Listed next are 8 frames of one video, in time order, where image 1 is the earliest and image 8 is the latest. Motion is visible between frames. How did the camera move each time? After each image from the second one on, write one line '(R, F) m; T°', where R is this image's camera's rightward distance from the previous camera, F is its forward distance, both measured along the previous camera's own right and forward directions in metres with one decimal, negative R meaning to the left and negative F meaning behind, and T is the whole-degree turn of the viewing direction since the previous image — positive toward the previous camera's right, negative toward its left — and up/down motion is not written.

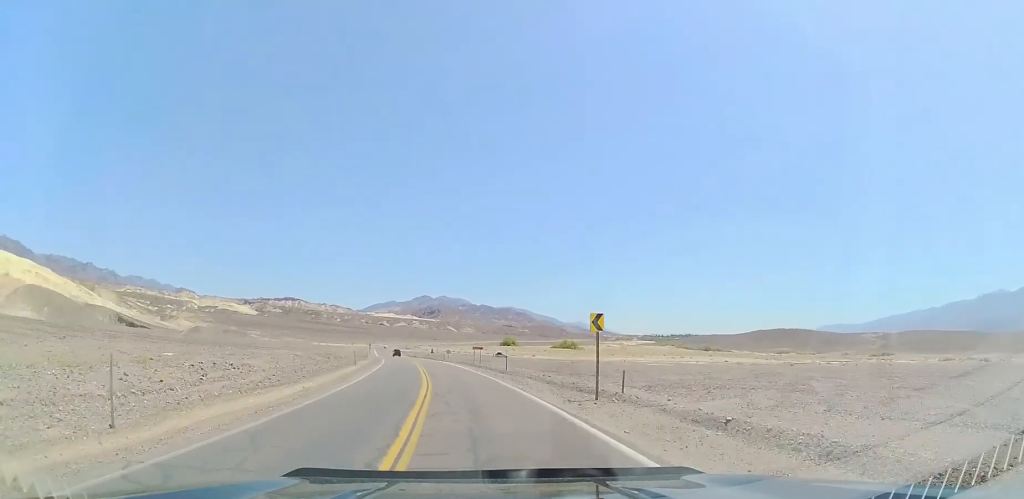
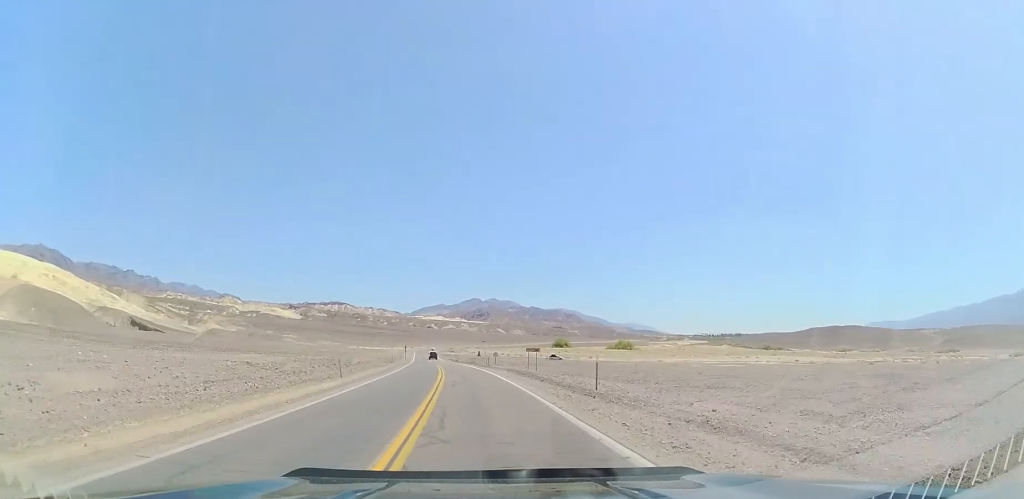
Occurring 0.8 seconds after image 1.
(-0.7, +20.0) m; -5°
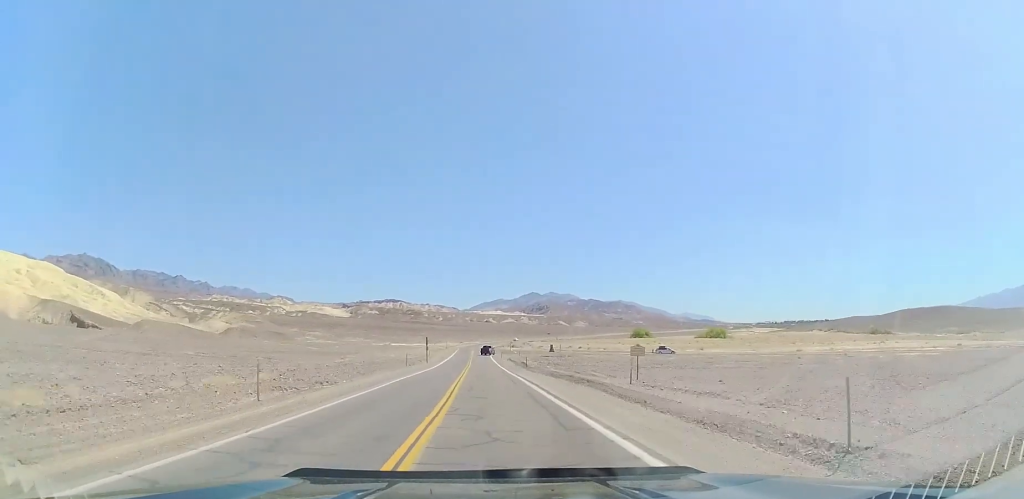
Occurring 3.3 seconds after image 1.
(-6.1, +62.4) m; -9°
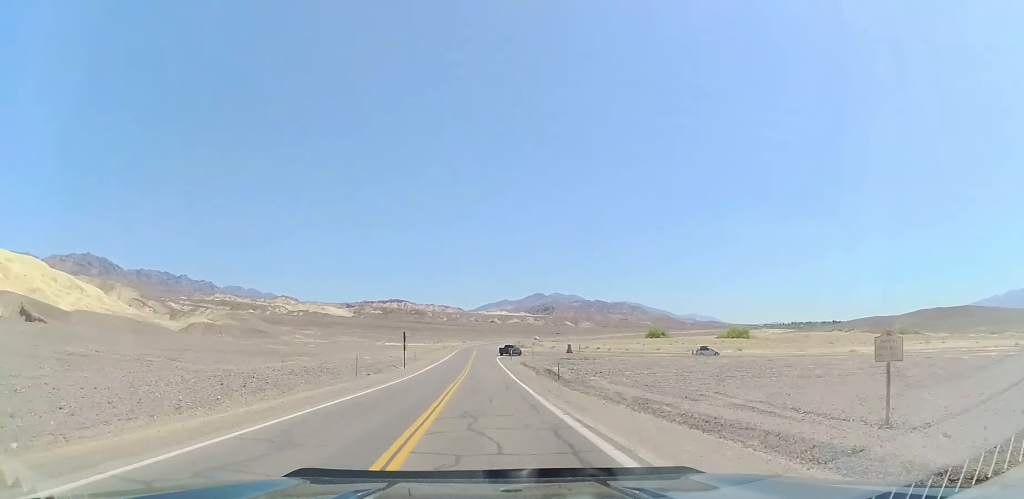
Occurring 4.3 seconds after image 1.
(-0.4, +23.6) m; -1°
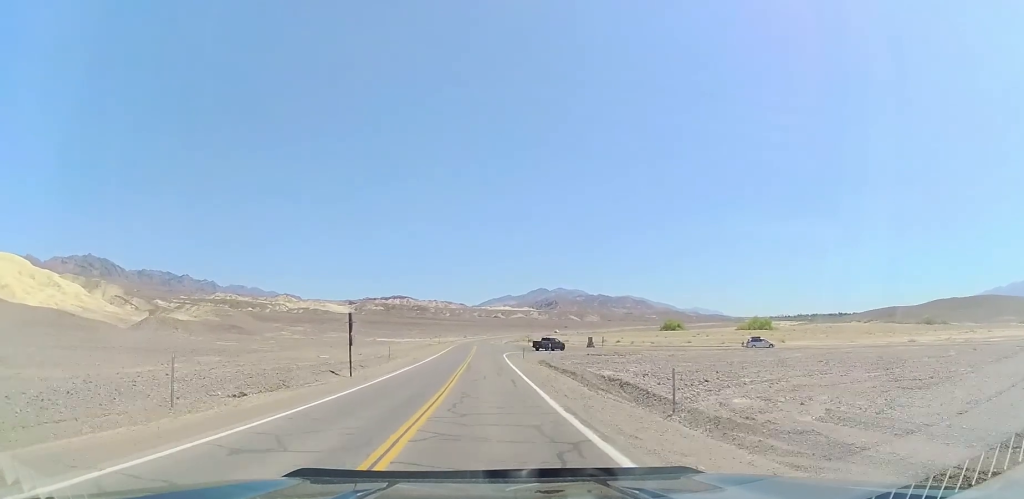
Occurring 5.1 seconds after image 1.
(-0.1, +21.0) m; 0°
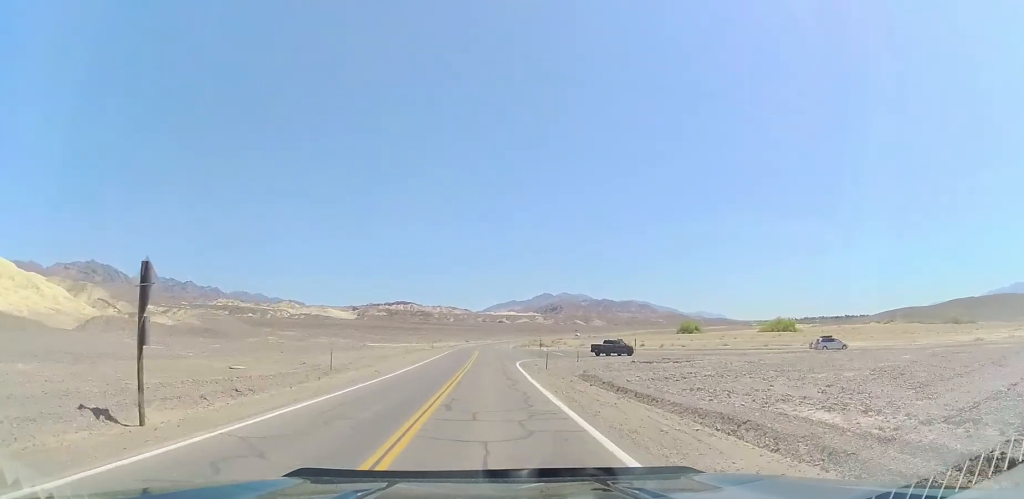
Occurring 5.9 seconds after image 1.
(0.0, +19.4) m; 0°
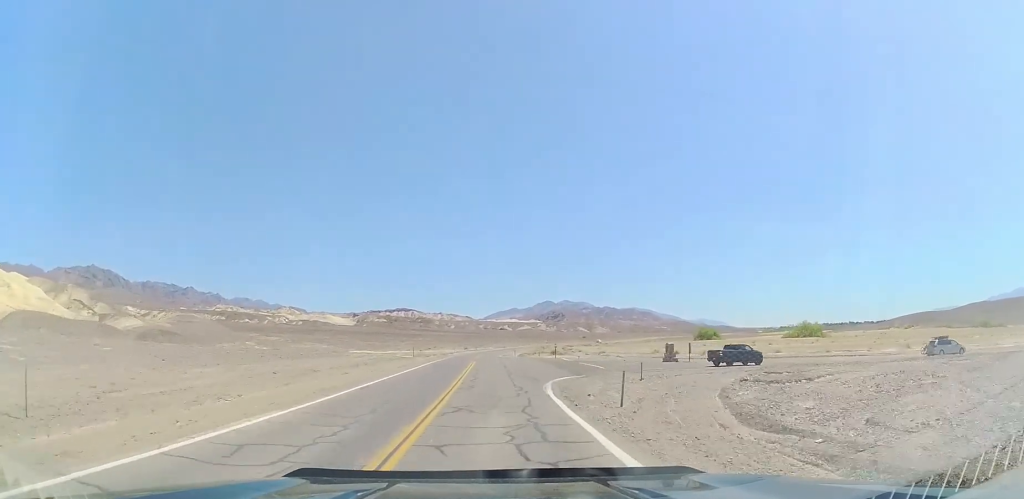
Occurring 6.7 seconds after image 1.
(0.0, +22.0) m; 0°
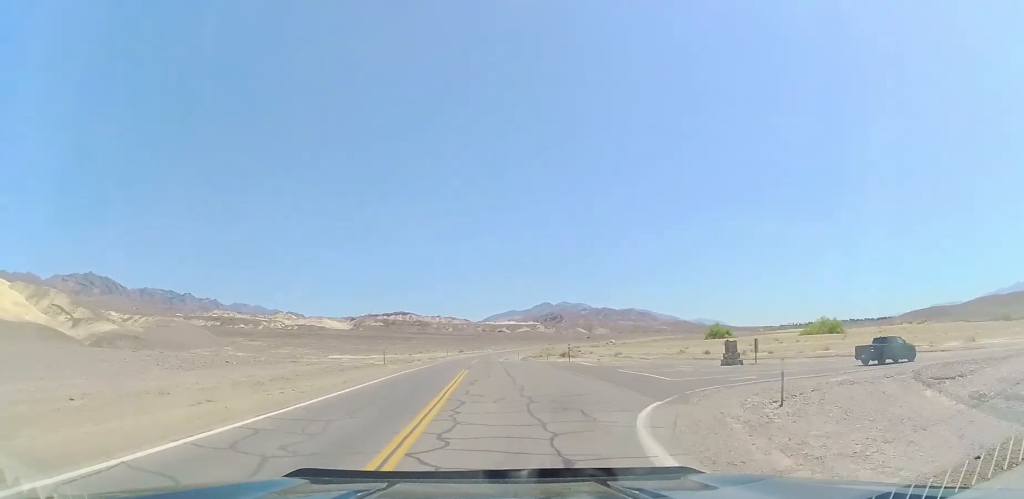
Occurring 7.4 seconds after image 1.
(0.0, +15.9) m; 0°
